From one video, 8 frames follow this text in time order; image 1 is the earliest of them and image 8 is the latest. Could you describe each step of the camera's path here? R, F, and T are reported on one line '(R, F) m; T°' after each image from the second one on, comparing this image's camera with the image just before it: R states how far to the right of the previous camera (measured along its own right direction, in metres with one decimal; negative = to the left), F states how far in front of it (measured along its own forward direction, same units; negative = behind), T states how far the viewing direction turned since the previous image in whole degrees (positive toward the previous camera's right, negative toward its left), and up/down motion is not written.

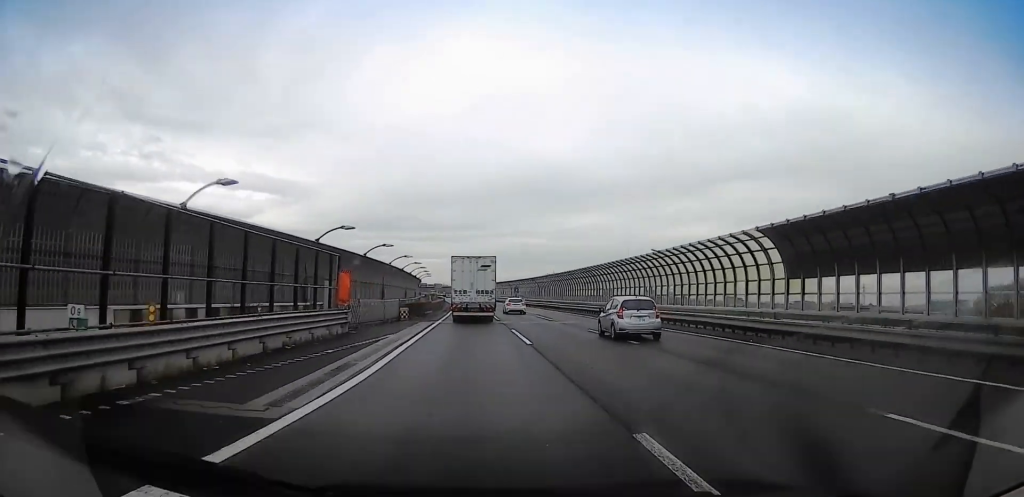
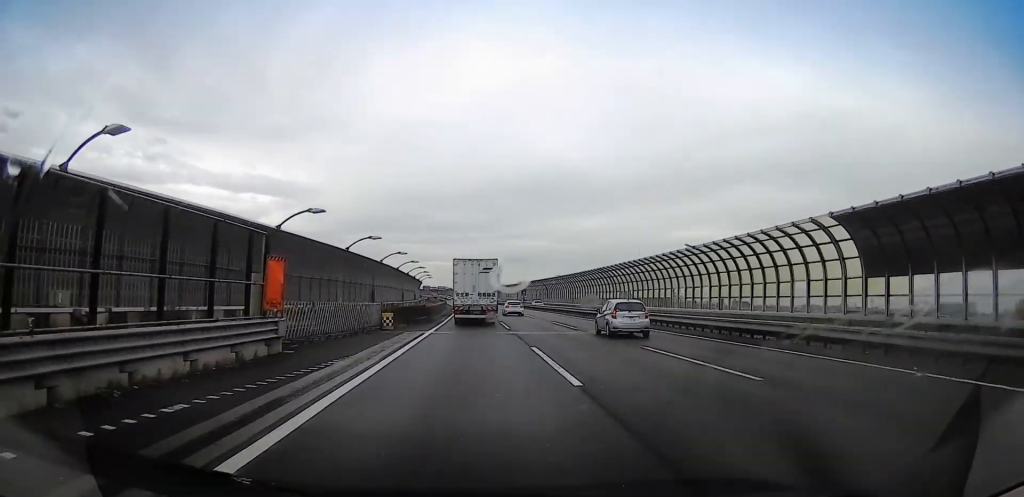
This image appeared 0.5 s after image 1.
(-0.1, +9.0) m; 0°
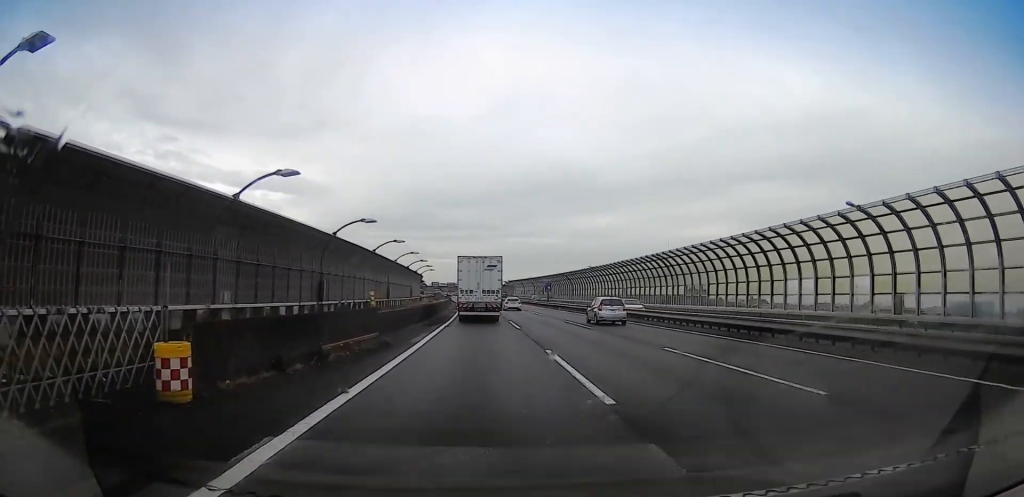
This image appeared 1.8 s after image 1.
(+0.2, +22.0) m; -2°
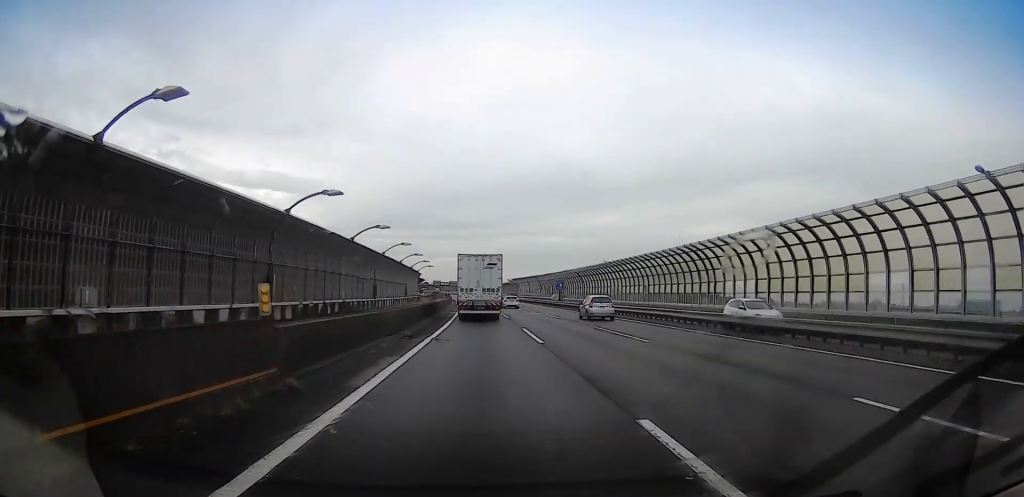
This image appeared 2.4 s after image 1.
(-0.2, +9.1) m; -1°
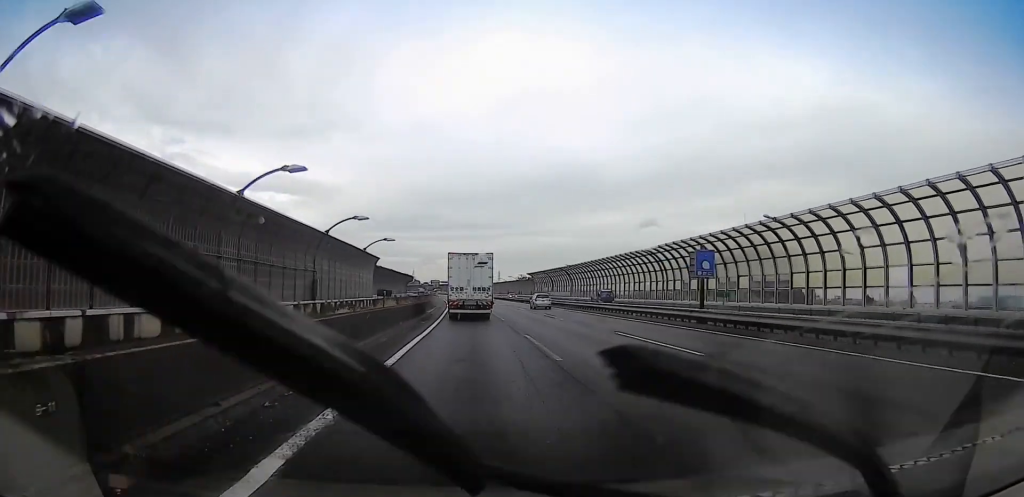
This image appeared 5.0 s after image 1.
(0.0, +46.5) m; 0°
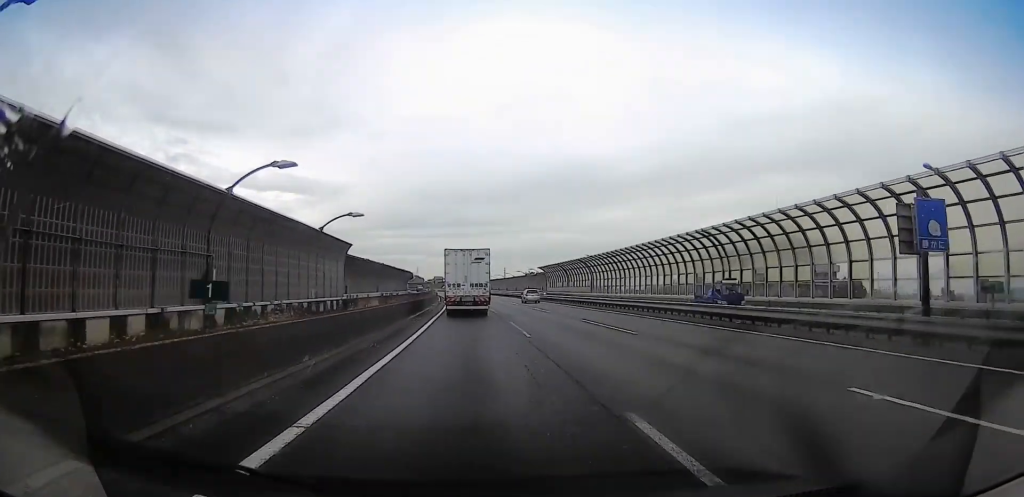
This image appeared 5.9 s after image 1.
(0.0, +14.9) m; 0°
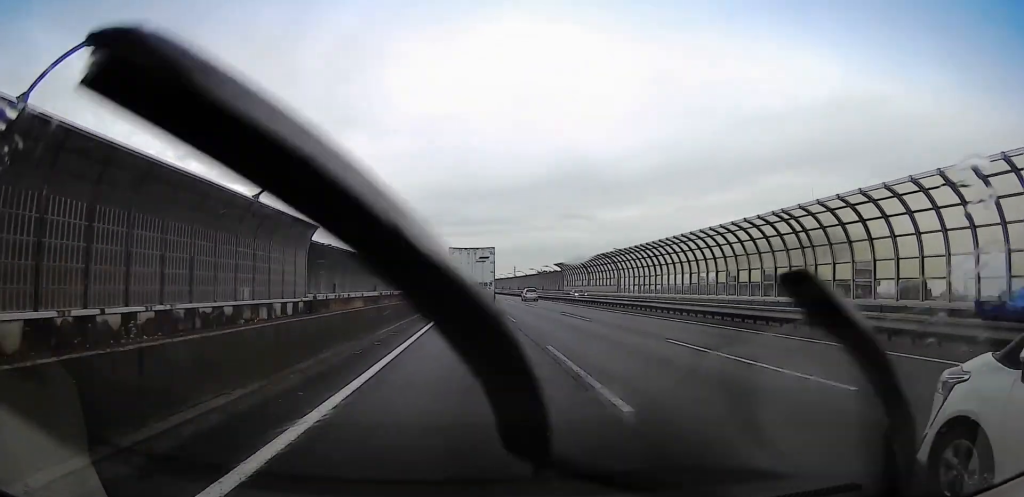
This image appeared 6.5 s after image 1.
(0.0, +11.4) m; 0°
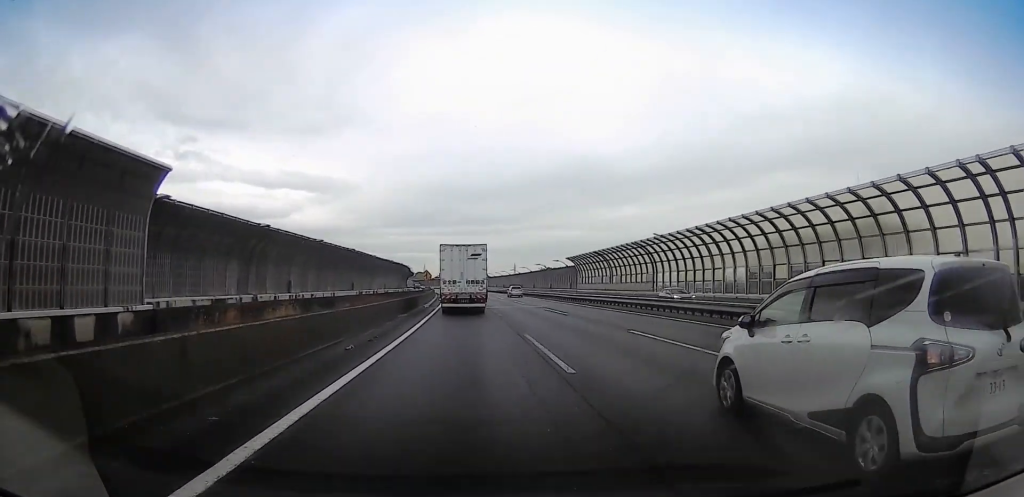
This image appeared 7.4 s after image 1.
(0.0, +16.8) m; 0°
